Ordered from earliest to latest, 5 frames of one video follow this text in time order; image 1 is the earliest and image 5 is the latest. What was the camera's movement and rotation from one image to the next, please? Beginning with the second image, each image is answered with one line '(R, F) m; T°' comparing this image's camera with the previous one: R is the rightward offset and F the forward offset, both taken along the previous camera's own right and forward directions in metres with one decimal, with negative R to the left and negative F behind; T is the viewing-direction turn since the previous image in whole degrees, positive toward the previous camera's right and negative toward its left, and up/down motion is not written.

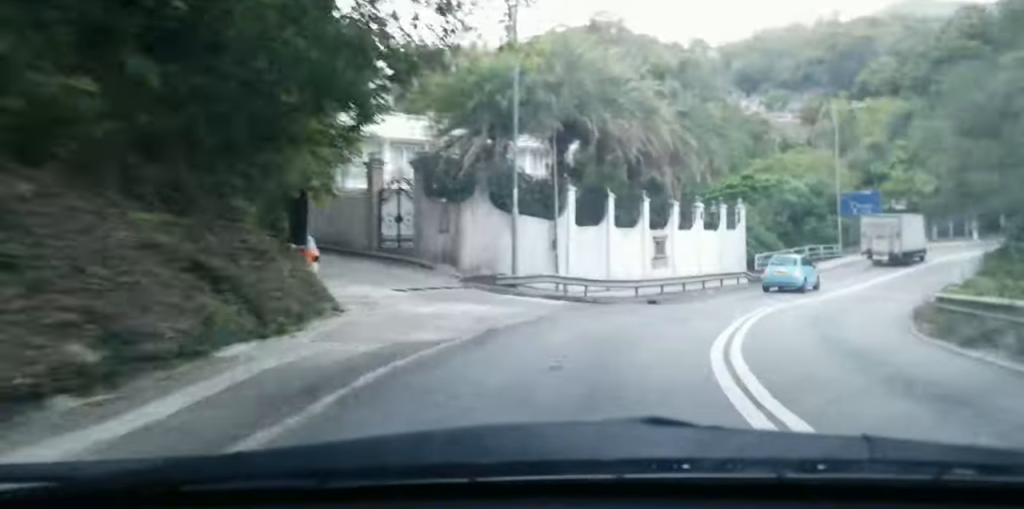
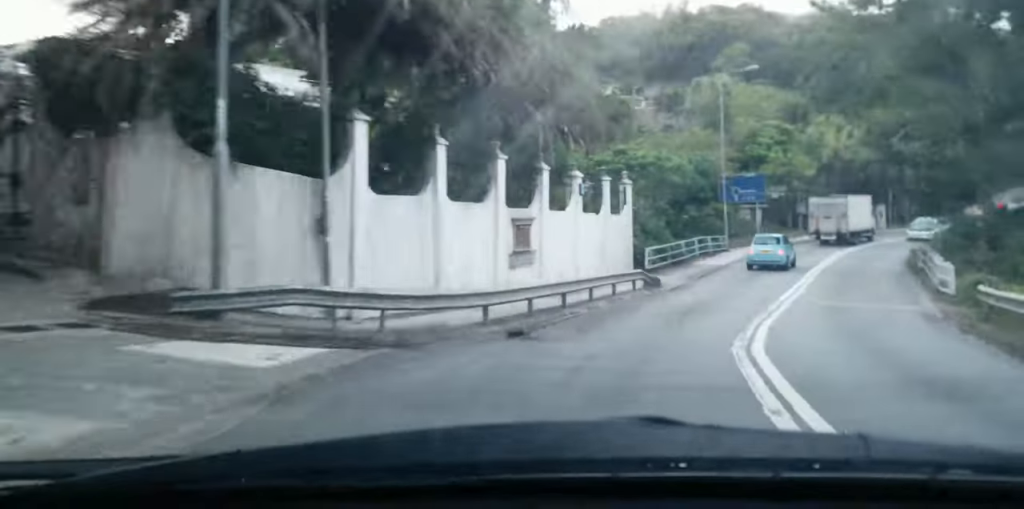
(-0.7, +12.1) m; -3°
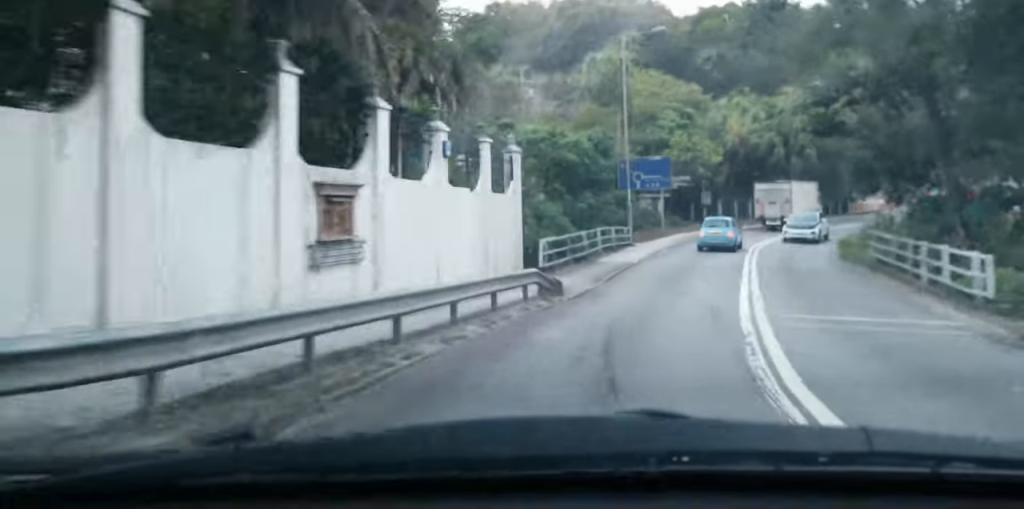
(-0.1, +8.5) m; +6°
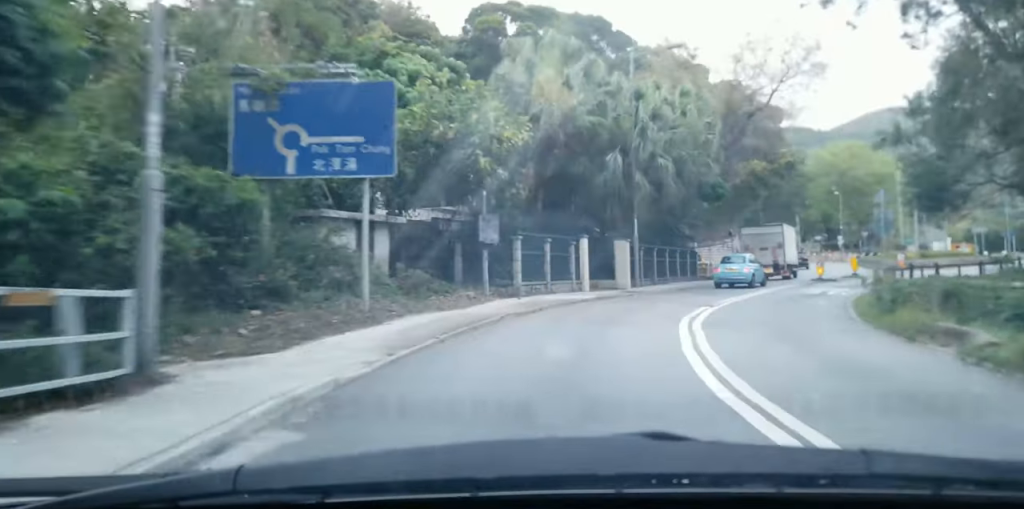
(+8.2, +29.0) m; +27°
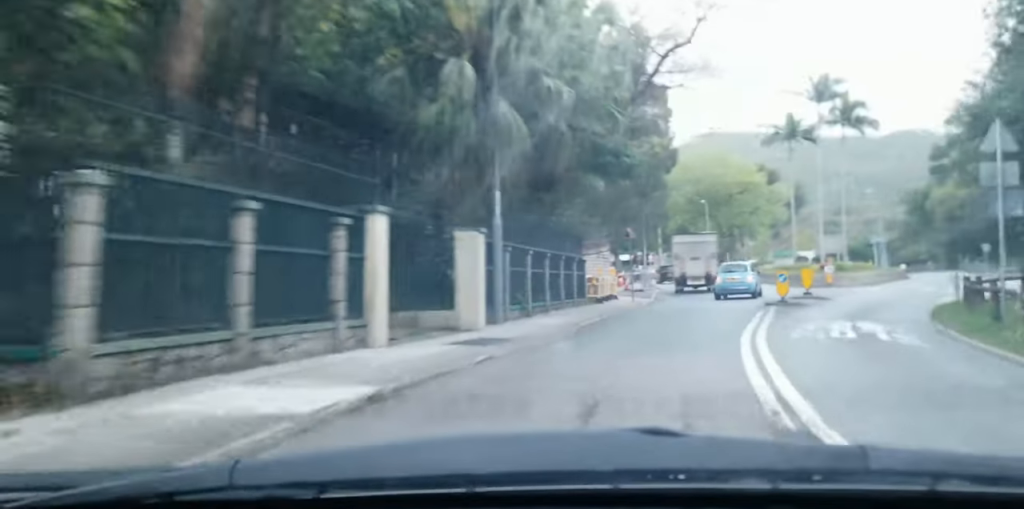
(+1.6, +16.4) m; +9°
